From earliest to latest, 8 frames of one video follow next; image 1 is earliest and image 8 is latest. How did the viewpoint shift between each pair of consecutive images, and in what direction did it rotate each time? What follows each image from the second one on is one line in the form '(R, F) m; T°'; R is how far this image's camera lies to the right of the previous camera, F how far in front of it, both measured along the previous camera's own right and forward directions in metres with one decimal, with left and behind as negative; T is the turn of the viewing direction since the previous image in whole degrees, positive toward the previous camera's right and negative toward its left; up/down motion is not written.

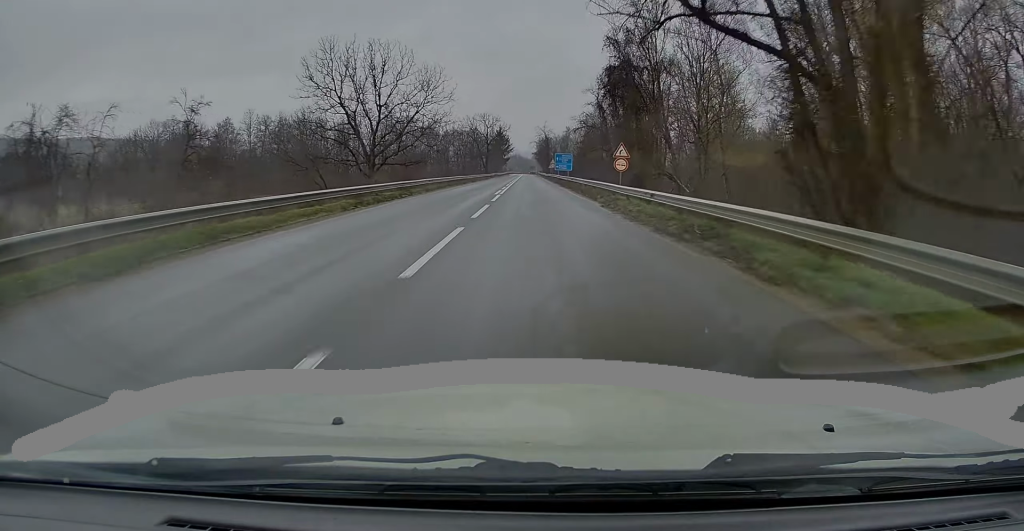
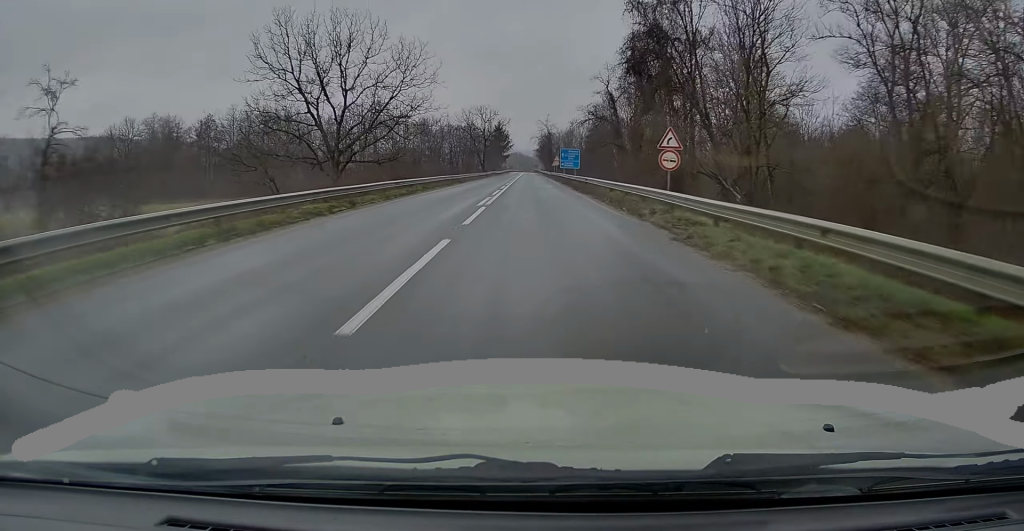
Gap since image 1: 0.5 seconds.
(0.0, +11.2) m; 0°
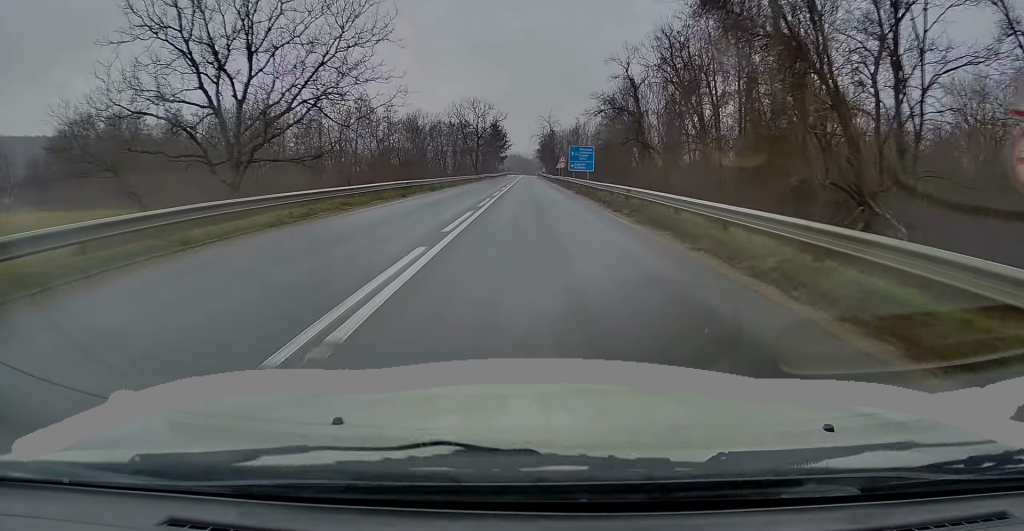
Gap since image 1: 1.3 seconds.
(0.0, +16.7) m; 0°
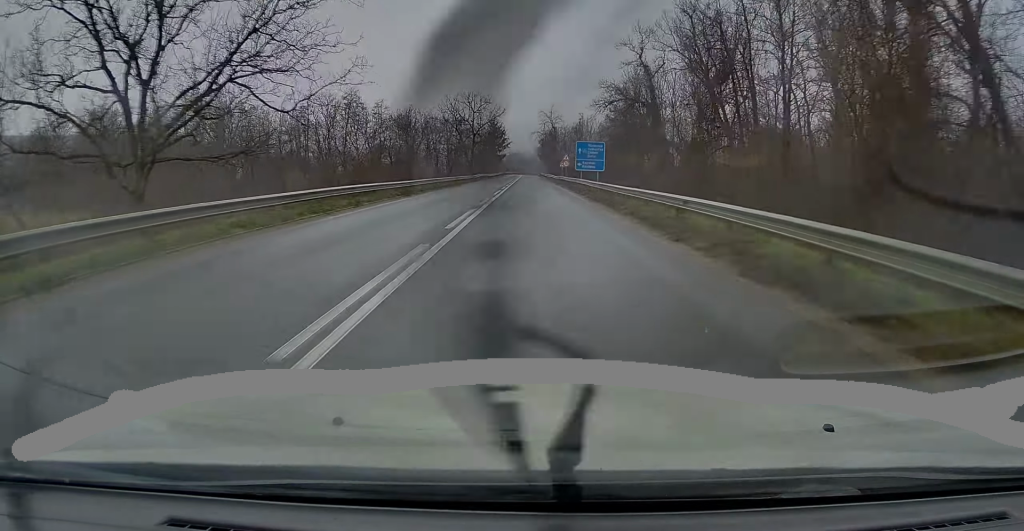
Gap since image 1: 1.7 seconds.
(0.0, +8.3) m; 0°
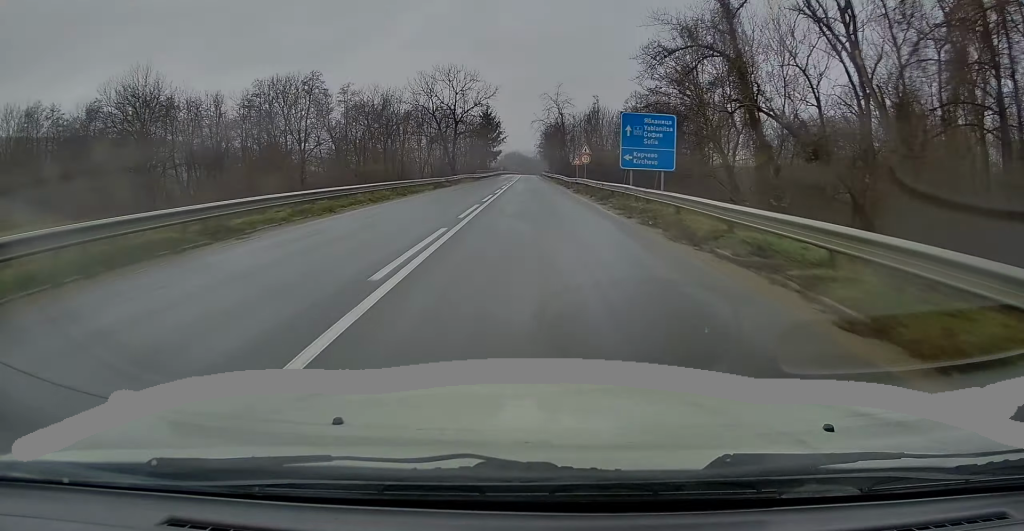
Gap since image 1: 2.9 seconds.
(0.0, +24.4) m; 0°
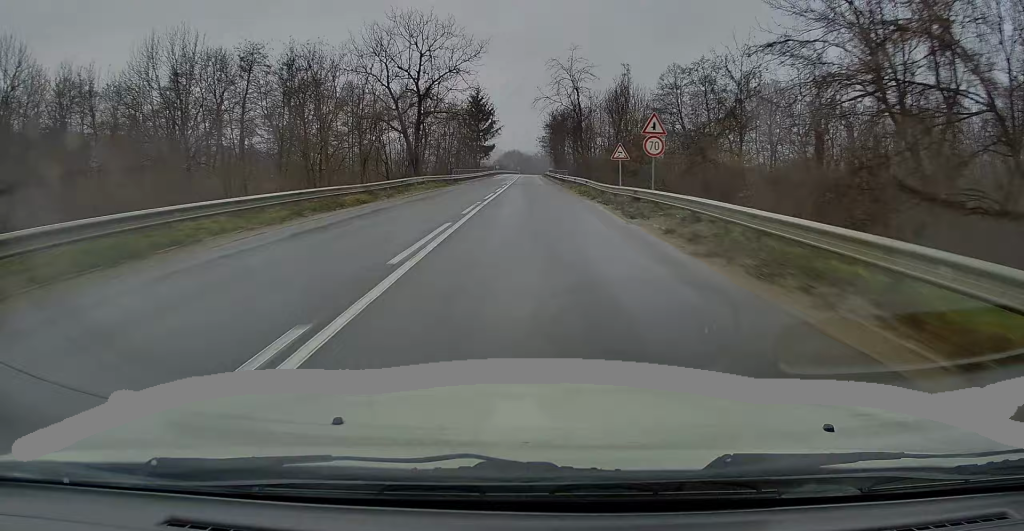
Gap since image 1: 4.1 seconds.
(+0.1, +25.8) m; +1°
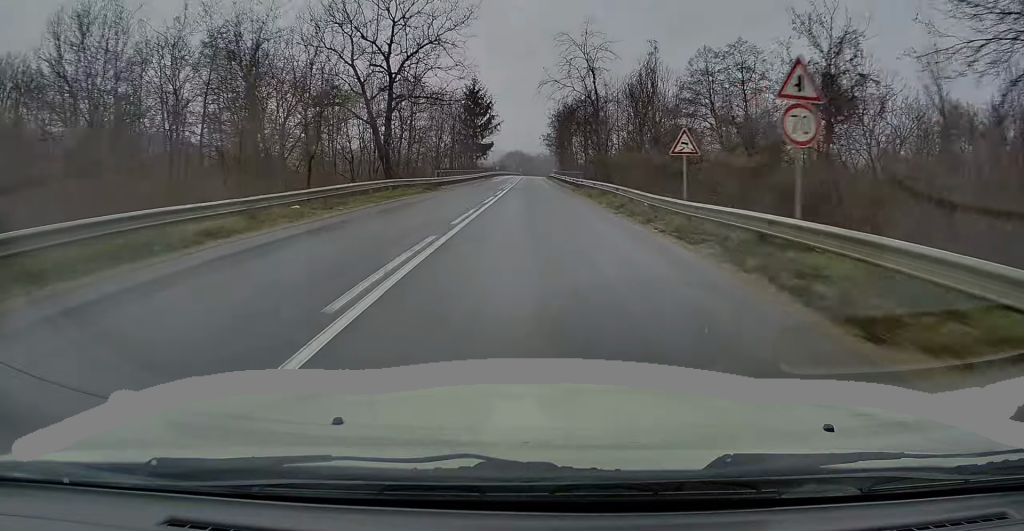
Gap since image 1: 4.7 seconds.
(+0.3, +11.8) m; 0°
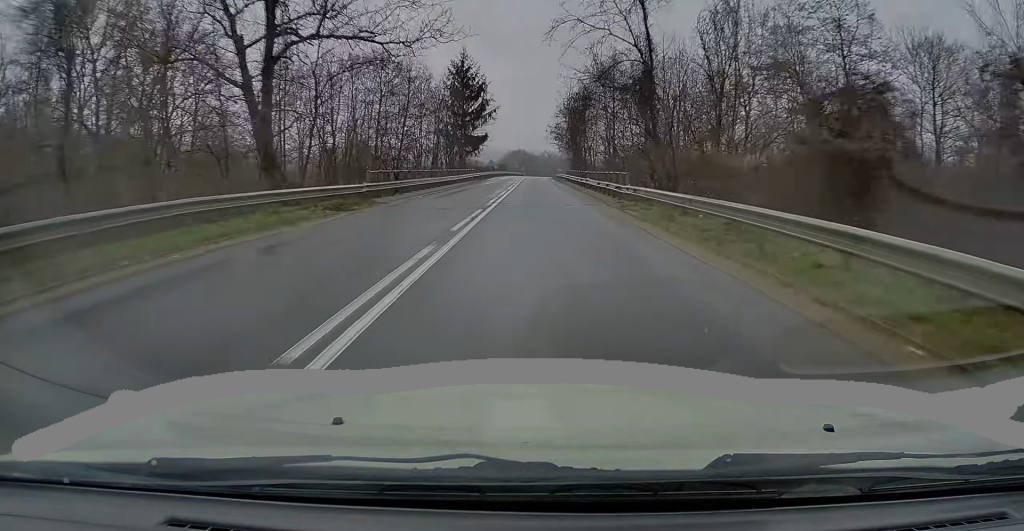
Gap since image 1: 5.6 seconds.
(-0.2, +19.3) m; -1°
